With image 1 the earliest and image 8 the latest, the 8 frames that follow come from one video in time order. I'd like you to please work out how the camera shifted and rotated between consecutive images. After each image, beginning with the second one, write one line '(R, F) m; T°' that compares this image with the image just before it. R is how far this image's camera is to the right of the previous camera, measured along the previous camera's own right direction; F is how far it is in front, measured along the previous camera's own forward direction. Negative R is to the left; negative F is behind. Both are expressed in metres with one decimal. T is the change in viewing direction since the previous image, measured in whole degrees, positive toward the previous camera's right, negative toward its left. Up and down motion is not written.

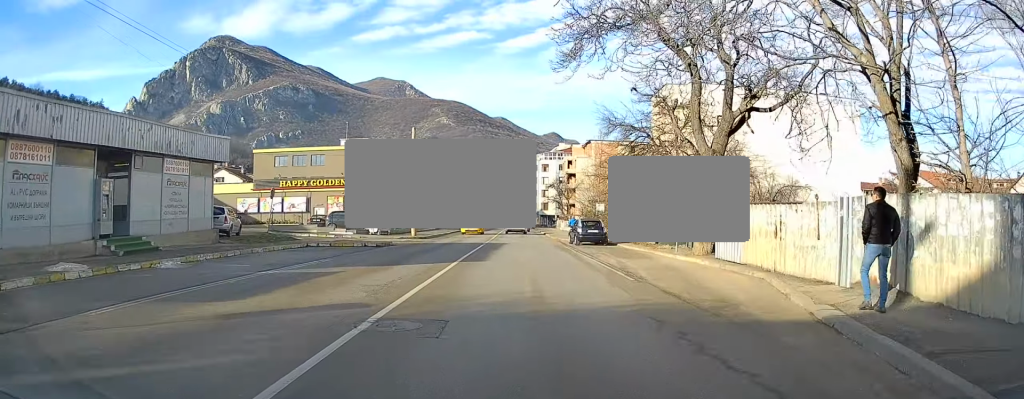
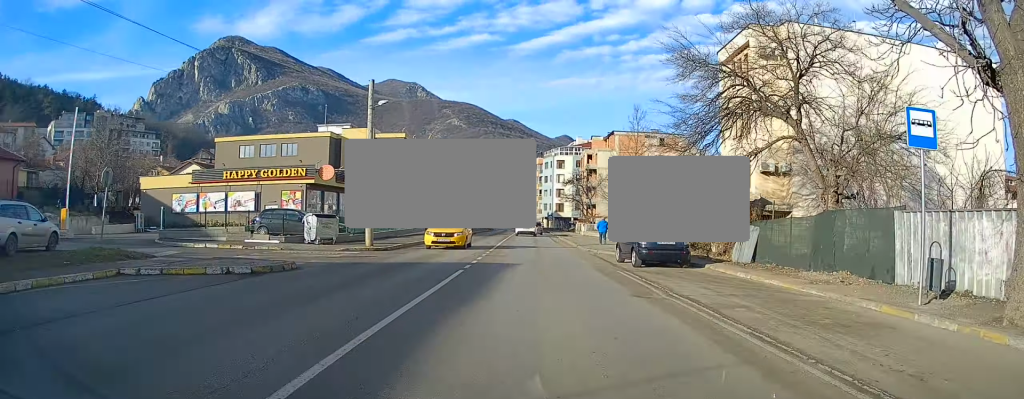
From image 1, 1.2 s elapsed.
(+0.3, +14.8) m; +2°
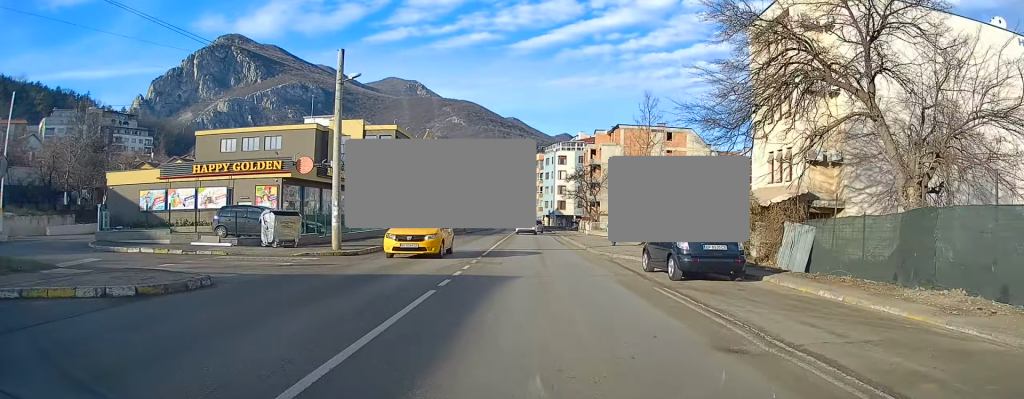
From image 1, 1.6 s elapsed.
(0.0, +4.8) m; -1°
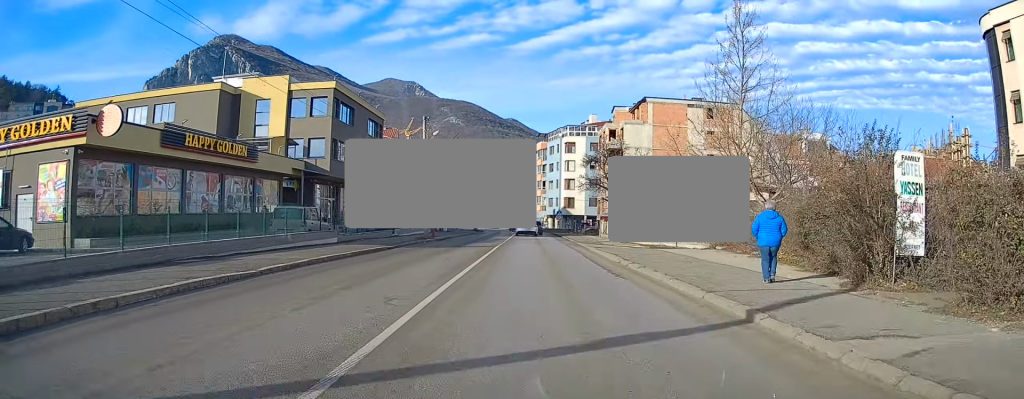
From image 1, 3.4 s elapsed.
(-0.6, +21.1) m; -1°
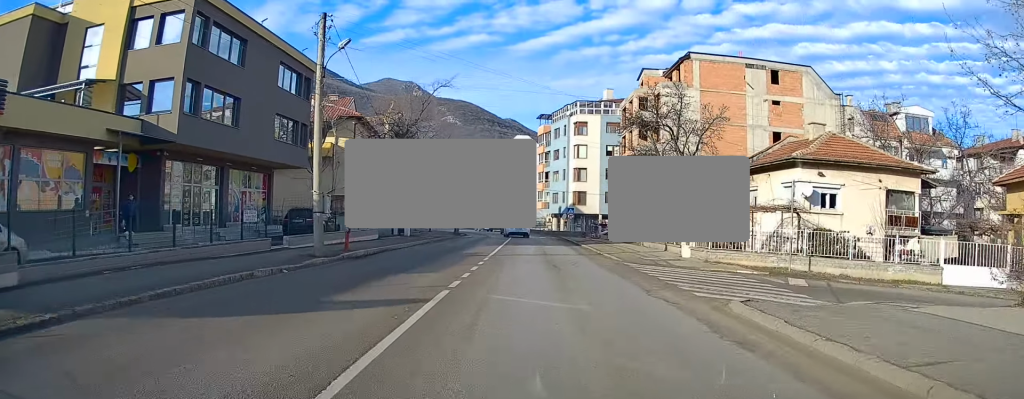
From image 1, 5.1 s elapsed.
(0.0, +19.7) m; 0°
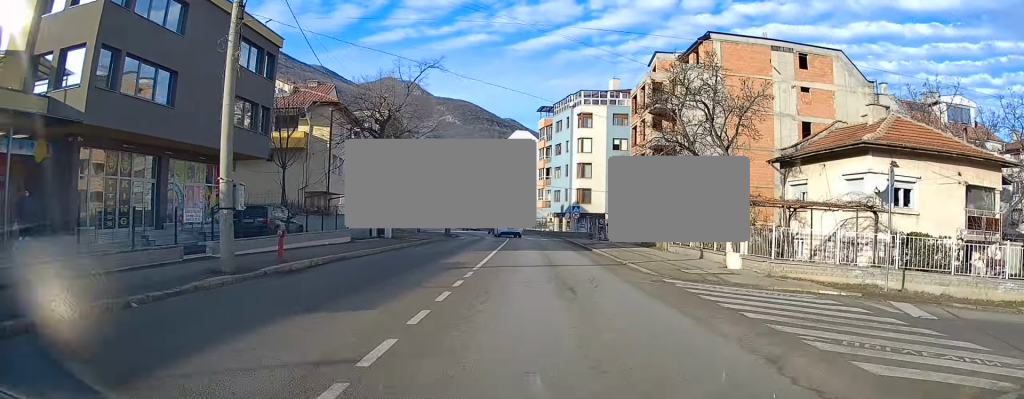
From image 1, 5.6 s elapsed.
(0.0, +5.7) m; +1°
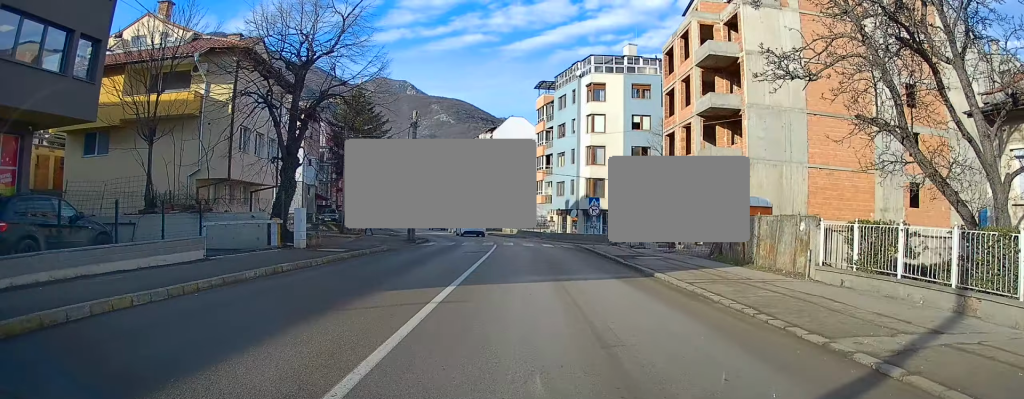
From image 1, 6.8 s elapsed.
(+0.4, +14.5) m; +1°
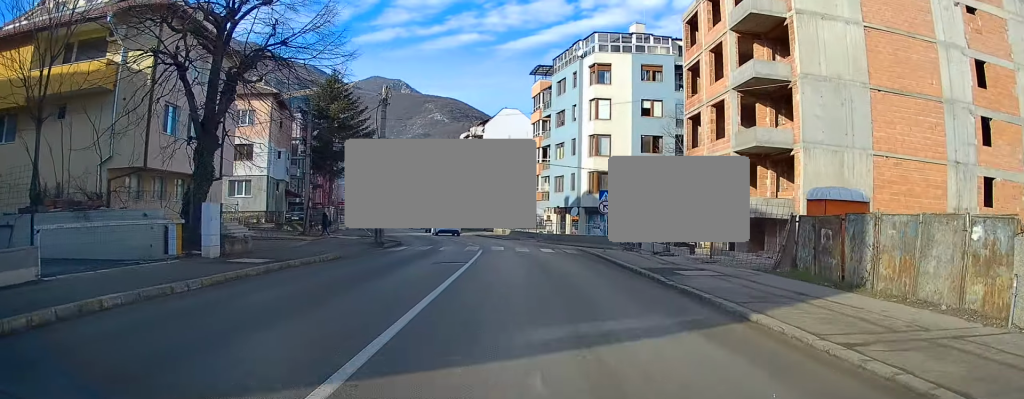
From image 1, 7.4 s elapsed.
(+0.1, +6.7) m; -1°
